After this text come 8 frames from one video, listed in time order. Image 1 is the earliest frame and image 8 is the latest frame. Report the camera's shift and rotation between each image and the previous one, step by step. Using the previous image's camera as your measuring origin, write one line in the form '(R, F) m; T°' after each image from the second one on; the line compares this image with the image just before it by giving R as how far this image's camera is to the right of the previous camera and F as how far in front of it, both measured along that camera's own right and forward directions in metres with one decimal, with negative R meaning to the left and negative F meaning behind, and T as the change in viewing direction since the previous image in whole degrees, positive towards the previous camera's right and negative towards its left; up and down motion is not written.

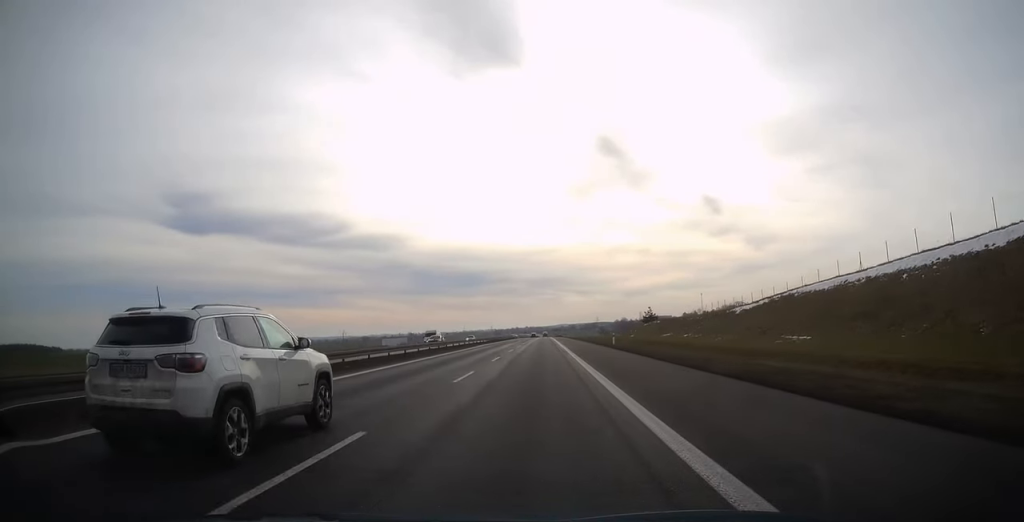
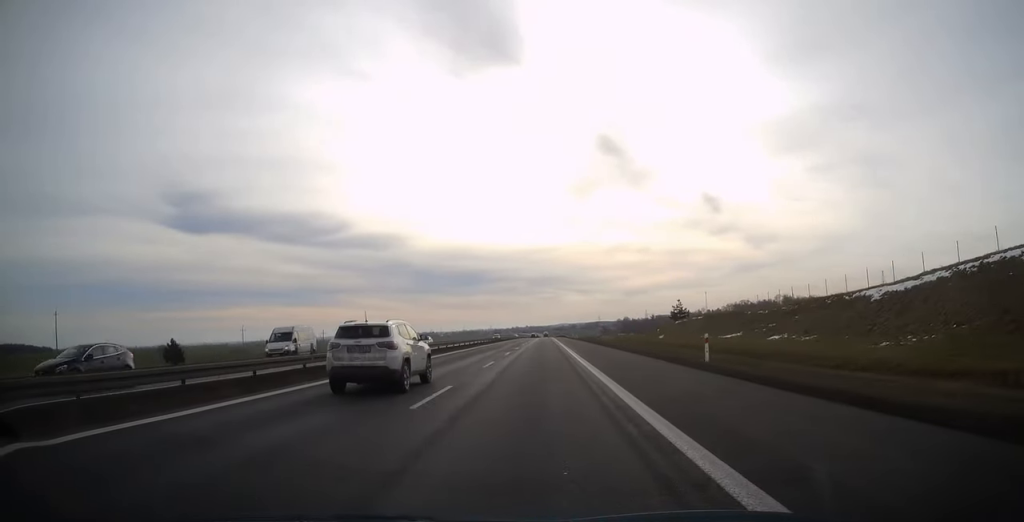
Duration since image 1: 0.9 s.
(0.0, +28.5) m; 0°
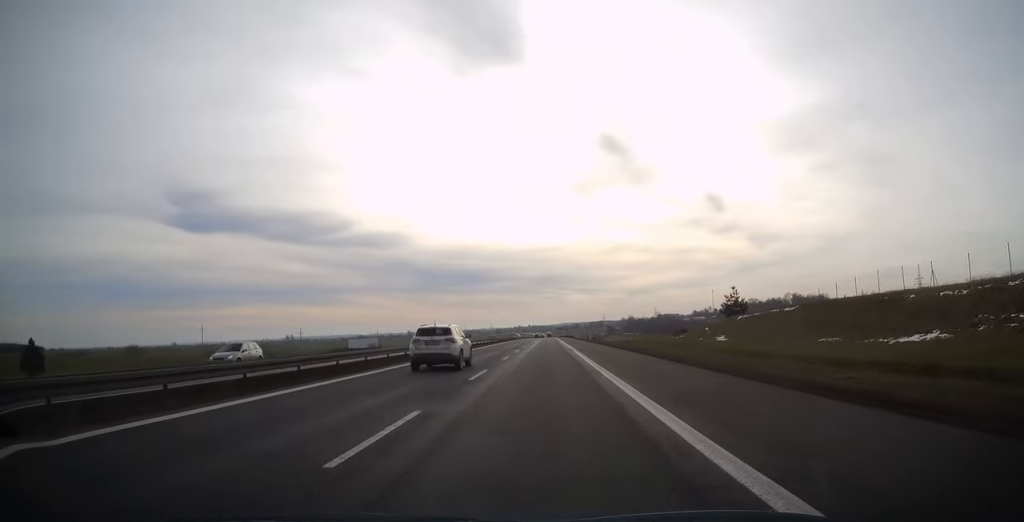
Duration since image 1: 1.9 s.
(0.0, +29.1) m; 0°
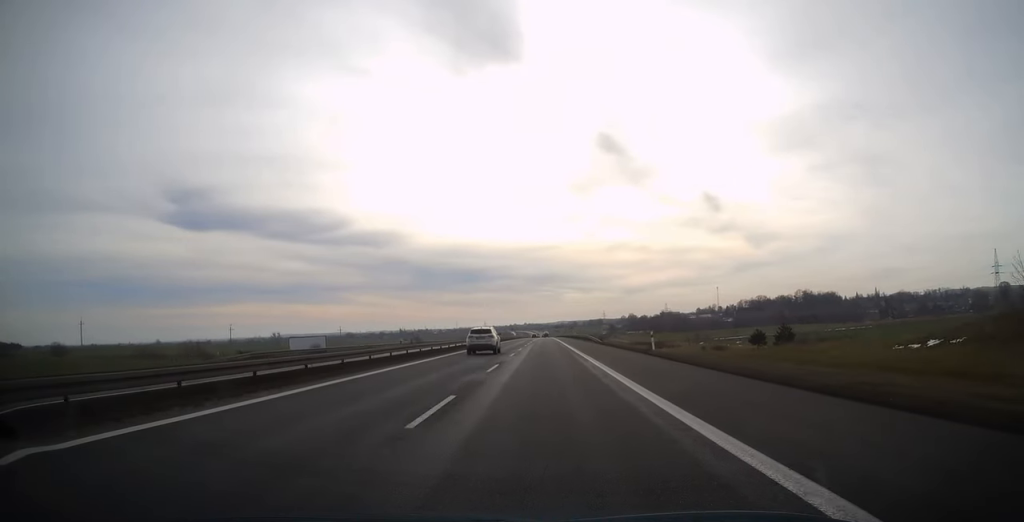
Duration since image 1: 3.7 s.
(-0.1, +55.4) m; 0°
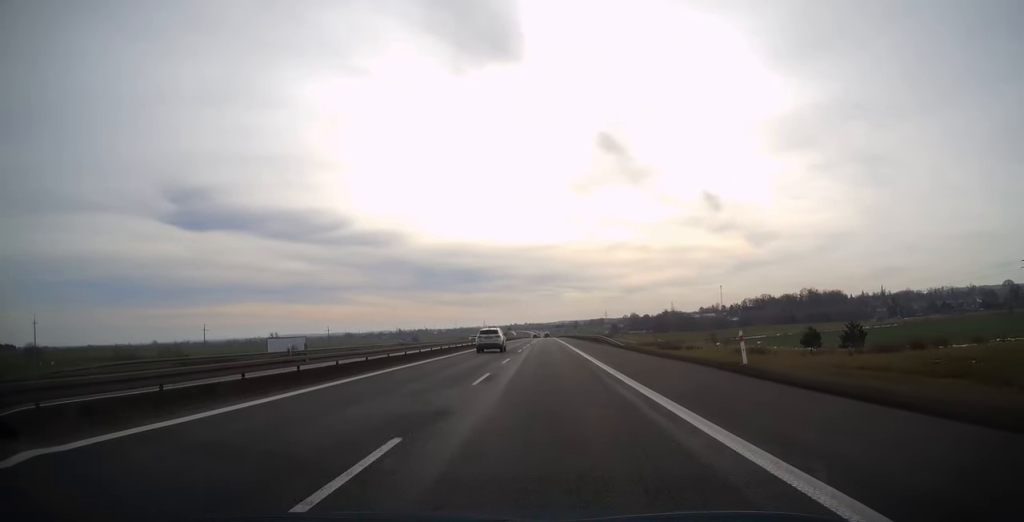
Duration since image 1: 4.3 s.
(-0.1, +16.7) m; 0°
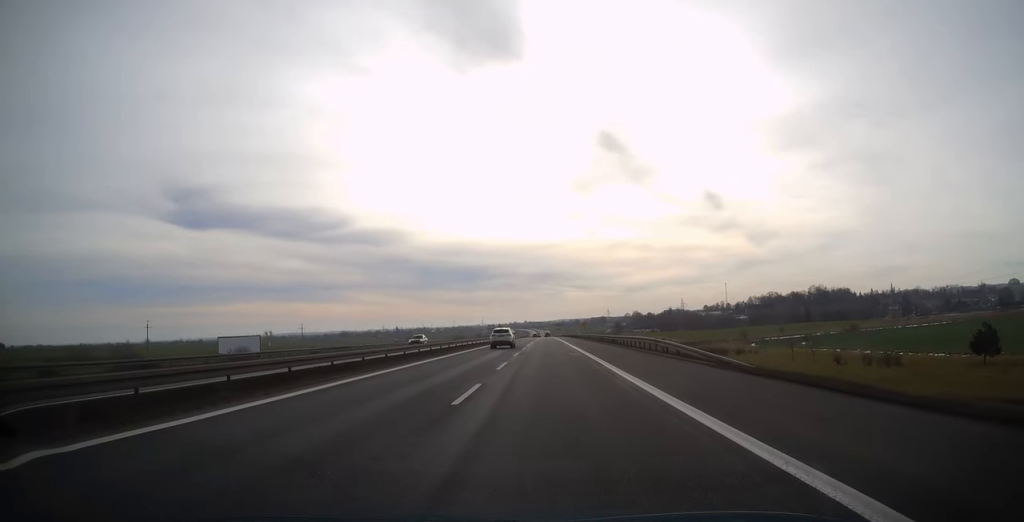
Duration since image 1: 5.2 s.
(+0.1, +29.1) m; 0°
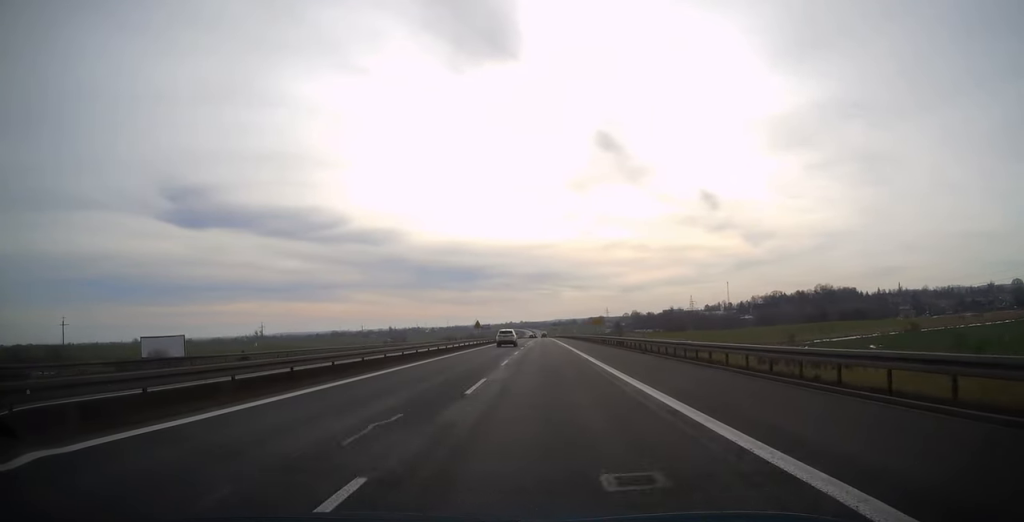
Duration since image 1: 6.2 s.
(0.0, +31.7) m; 0°
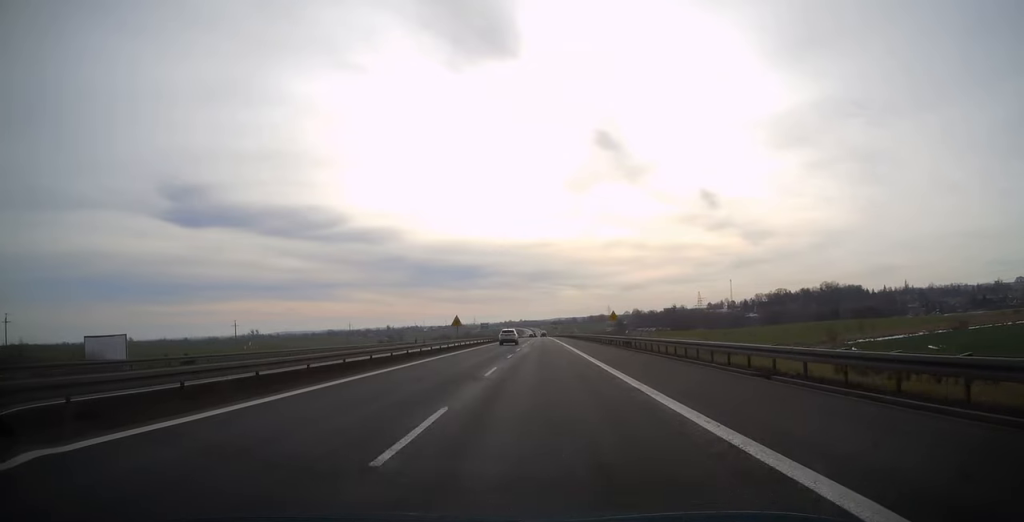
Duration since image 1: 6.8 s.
(0.0, +18.4) m; 0°
